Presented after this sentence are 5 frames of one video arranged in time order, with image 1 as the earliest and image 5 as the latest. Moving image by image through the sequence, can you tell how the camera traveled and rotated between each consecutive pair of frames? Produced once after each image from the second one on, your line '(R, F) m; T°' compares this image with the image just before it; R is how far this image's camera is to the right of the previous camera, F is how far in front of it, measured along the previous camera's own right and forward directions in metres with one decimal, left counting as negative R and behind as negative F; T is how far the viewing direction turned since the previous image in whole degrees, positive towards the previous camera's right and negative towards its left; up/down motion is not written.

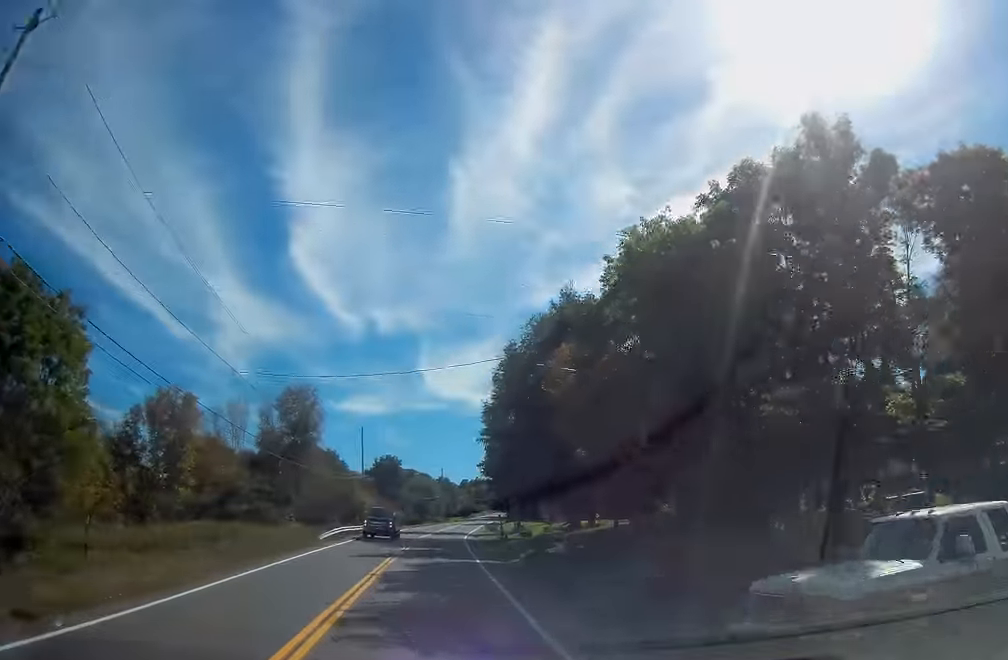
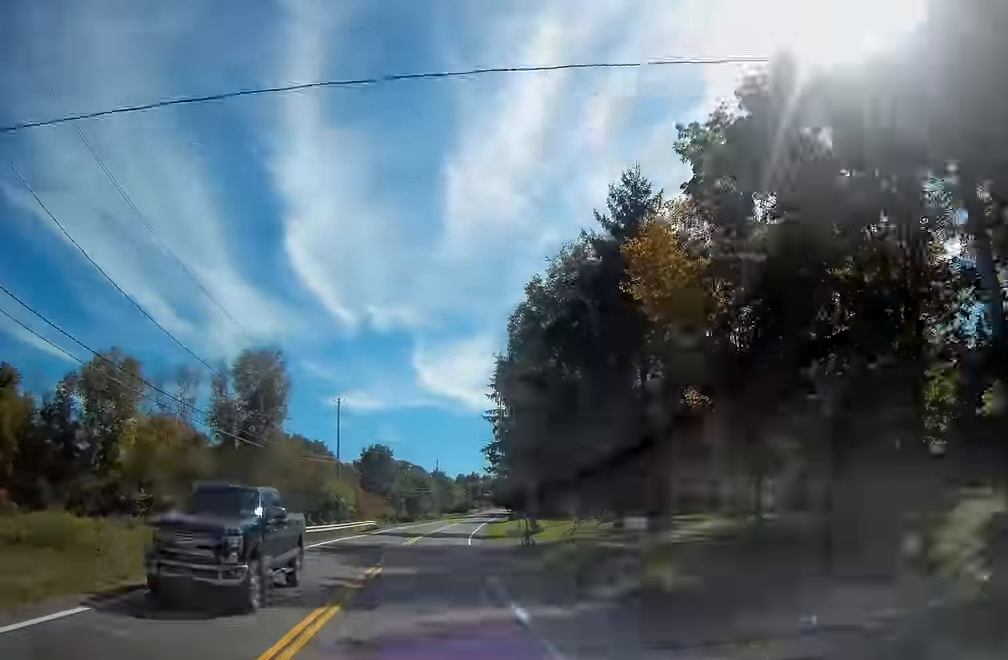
(+0.1, +16.3) m; 0°
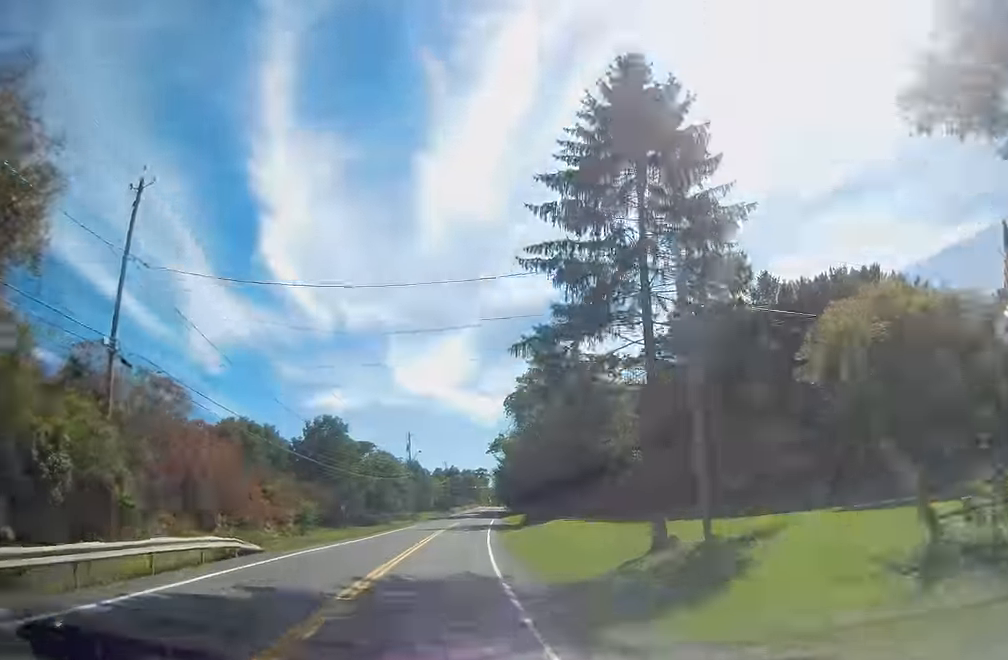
(+0.3, +42.4) m; +1°
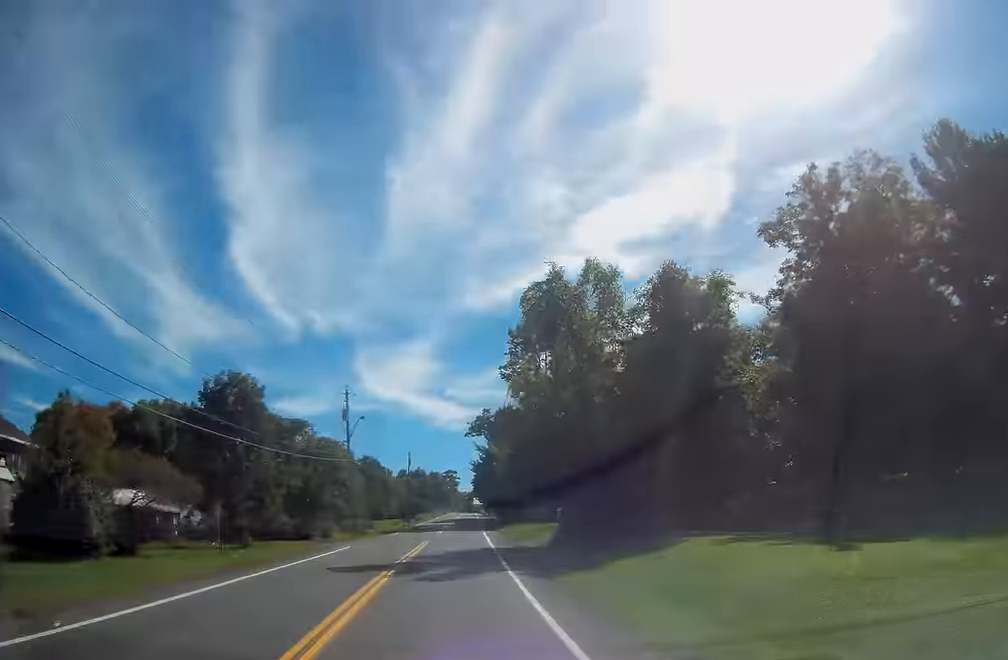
(+0.7, +35.7) m; +3°
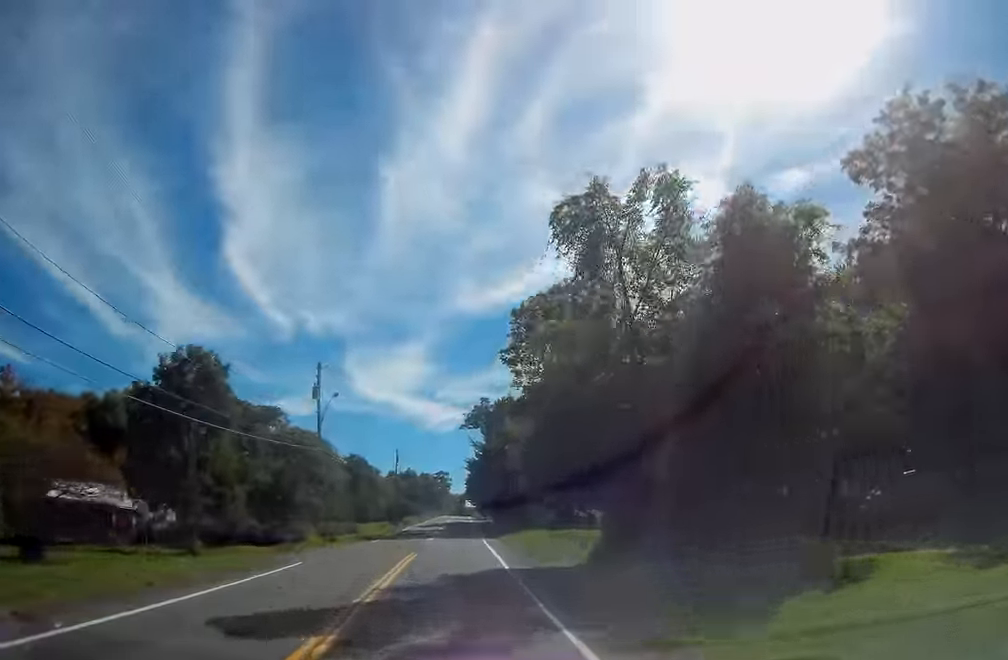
(0.0, +10.6) m; +1°
